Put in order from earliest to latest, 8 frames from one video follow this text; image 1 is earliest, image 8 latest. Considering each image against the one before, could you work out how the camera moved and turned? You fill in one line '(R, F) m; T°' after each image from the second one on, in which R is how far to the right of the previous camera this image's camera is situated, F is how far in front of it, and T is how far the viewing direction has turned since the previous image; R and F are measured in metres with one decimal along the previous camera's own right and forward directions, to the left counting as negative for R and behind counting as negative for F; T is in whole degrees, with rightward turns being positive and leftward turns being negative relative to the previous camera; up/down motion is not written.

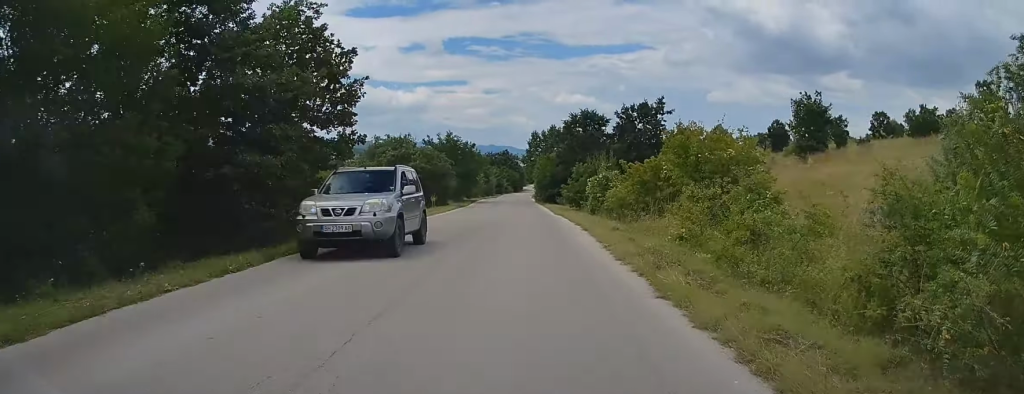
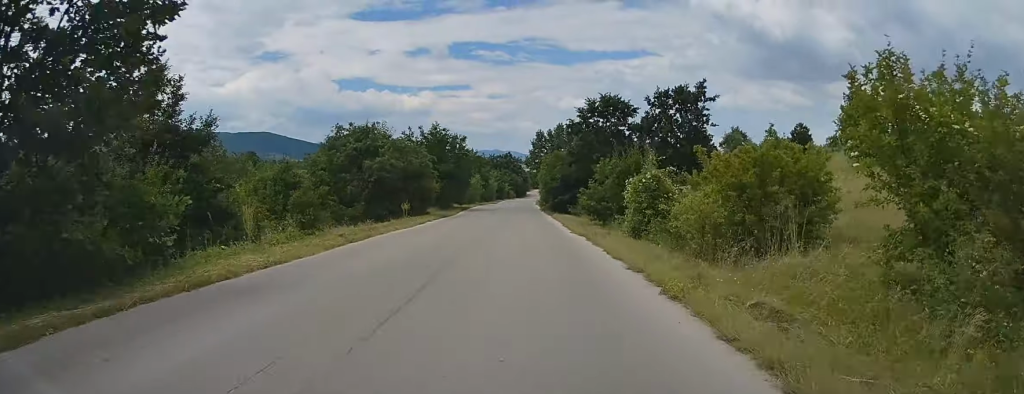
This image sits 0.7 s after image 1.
(+0.1, +11.6) m; 0°
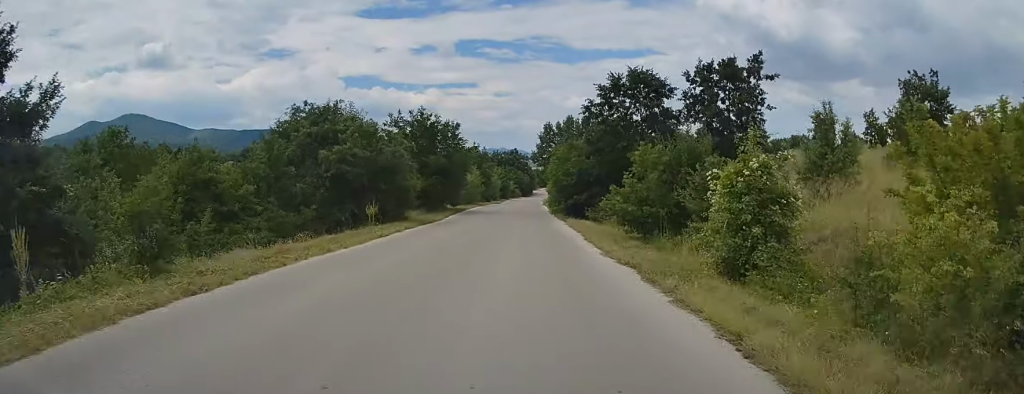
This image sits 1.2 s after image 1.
(-0.1, +8.8) m; 0°
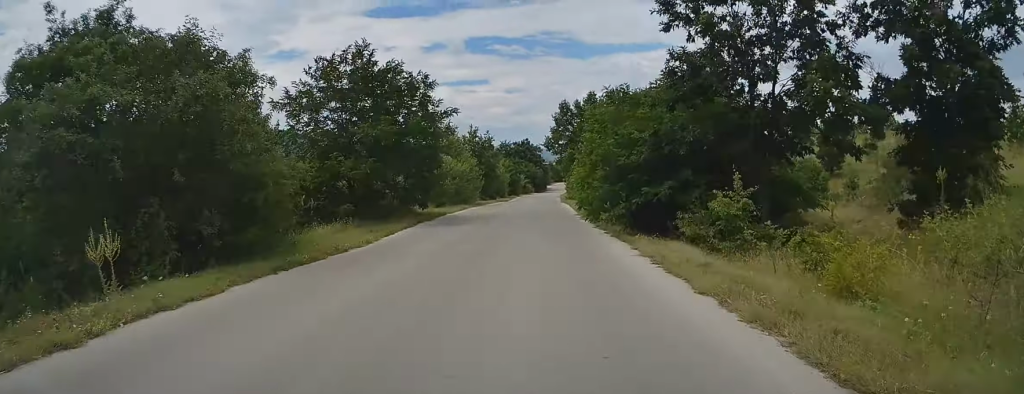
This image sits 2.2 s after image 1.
(0.0, +17.8) m; -1°
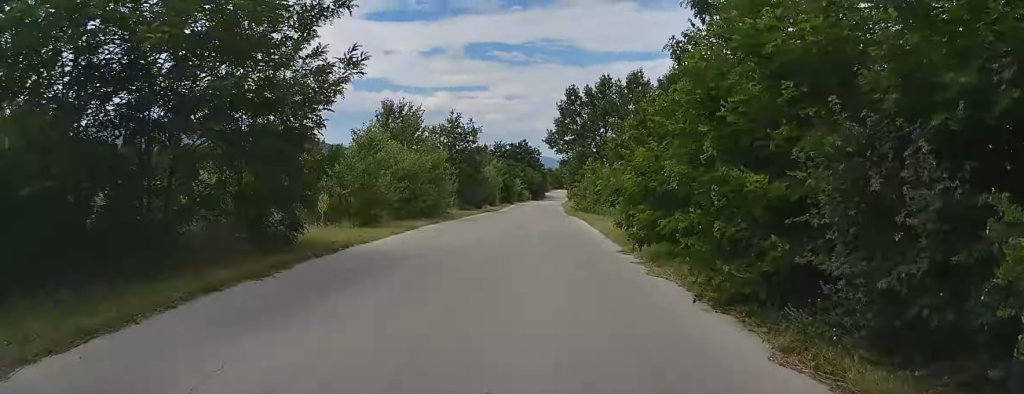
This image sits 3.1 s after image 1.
(-0.3, +16.0) m; -1°
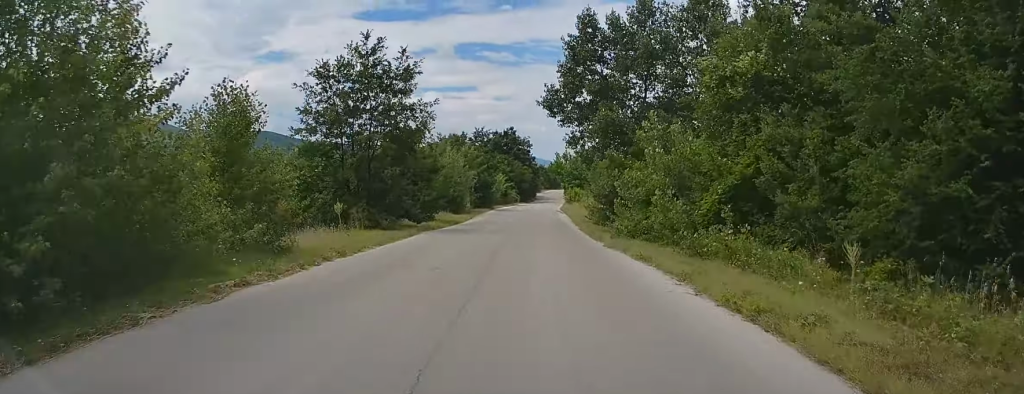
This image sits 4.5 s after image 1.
(+0.2, +25.1) m; +1°
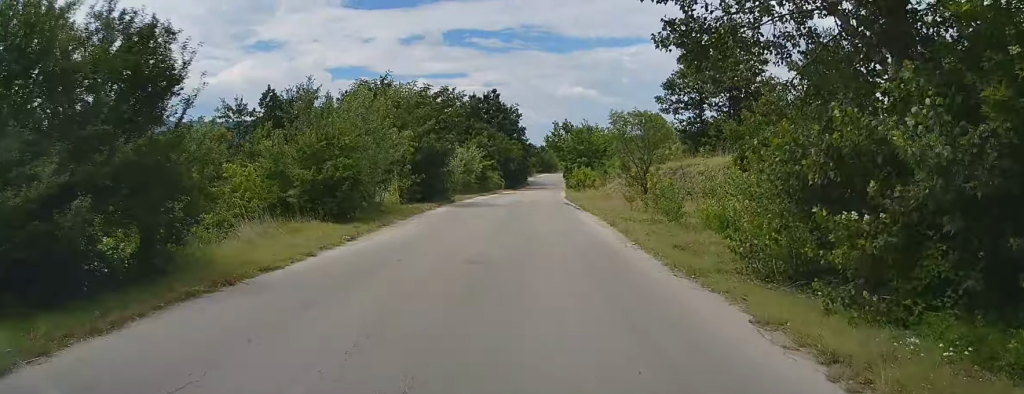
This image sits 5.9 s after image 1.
(+0.3, +26.0) m; +1°
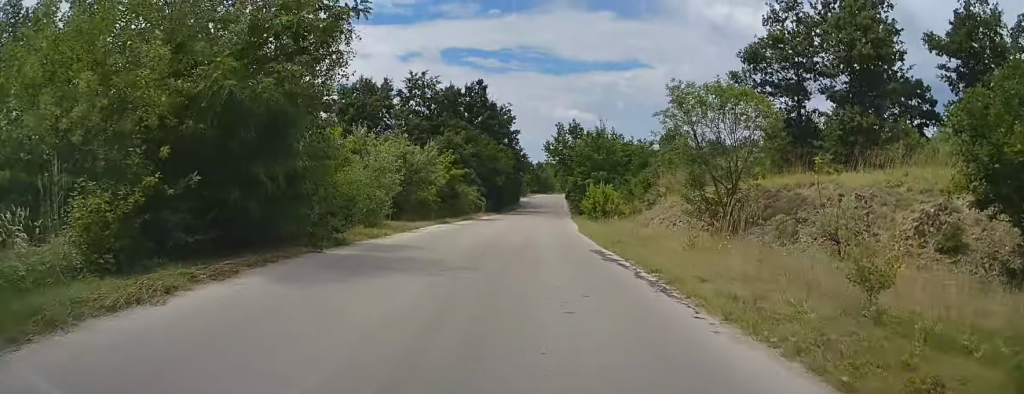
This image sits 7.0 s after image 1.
(+0.1, +19.5) m; 0°
